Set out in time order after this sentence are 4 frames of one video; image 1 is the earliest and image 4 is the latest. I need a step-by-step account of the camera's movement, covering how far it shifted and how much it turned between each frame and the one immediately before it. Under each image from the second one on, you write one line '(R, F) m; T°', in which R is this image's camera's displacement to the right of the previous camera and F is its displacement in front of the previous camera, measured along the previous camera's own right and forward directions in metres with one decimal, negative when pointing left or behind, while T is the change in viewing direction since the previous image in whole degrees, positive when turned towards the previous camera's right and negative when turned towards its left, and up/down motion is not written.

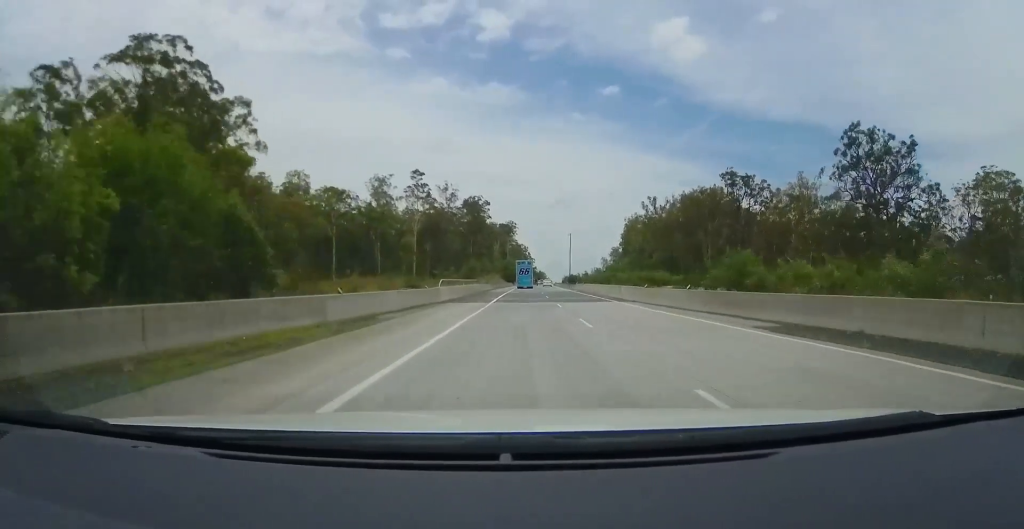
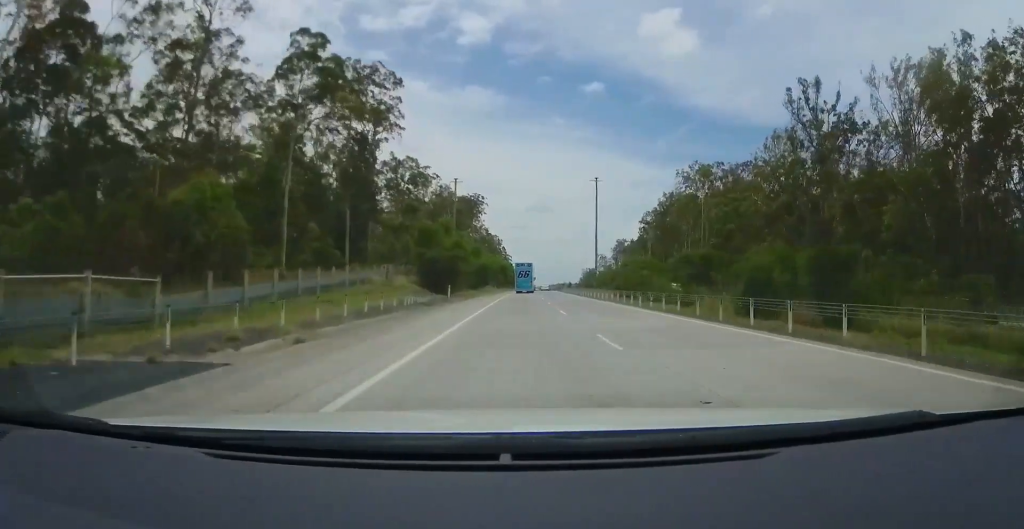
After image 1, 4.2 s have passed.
(+2.4, +125.6) m; +2°
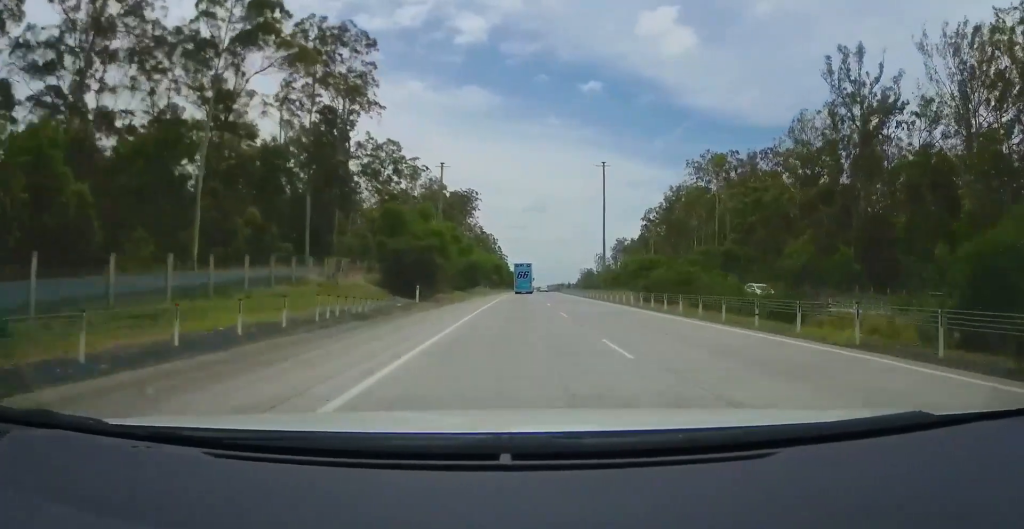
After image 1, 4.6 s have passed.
(+0.2, +13.2) m; +1°
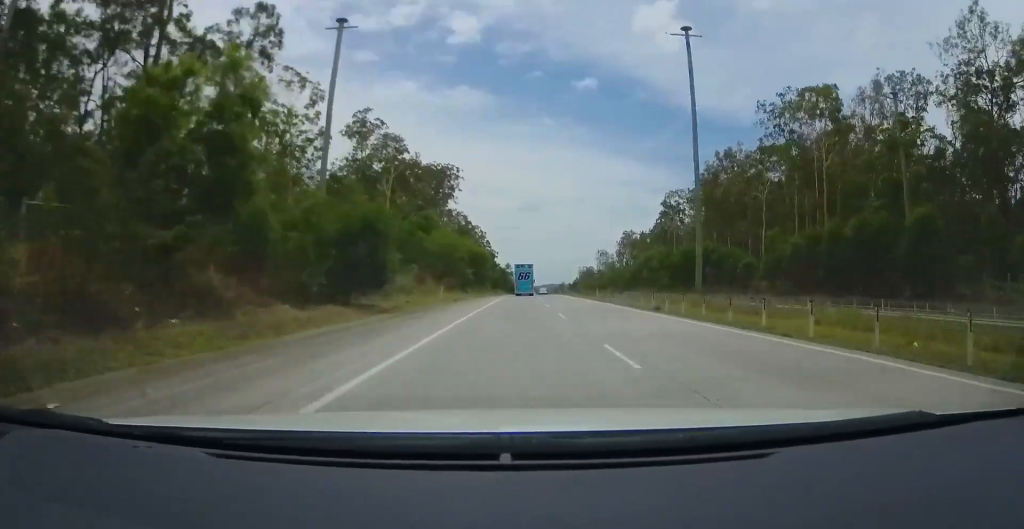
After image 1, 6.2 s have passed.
(+1.0, +48.1) m; +1°
